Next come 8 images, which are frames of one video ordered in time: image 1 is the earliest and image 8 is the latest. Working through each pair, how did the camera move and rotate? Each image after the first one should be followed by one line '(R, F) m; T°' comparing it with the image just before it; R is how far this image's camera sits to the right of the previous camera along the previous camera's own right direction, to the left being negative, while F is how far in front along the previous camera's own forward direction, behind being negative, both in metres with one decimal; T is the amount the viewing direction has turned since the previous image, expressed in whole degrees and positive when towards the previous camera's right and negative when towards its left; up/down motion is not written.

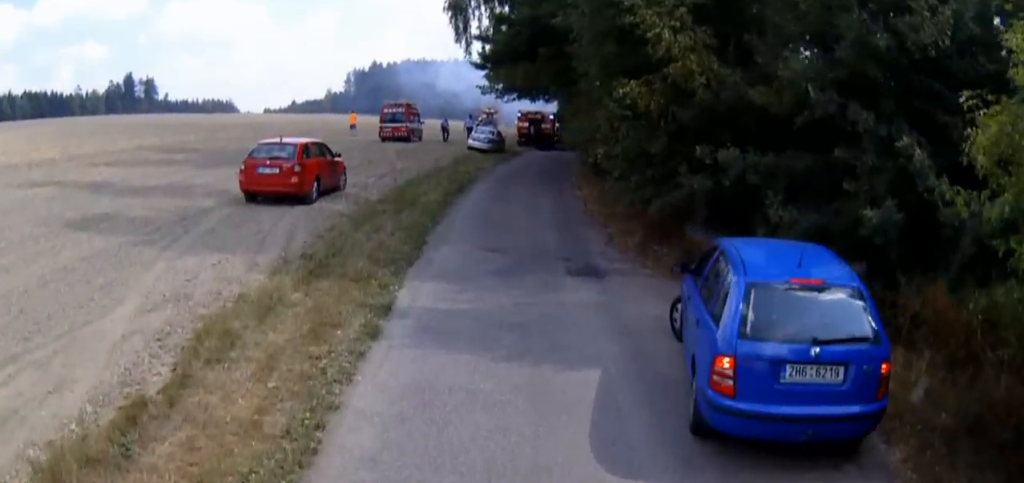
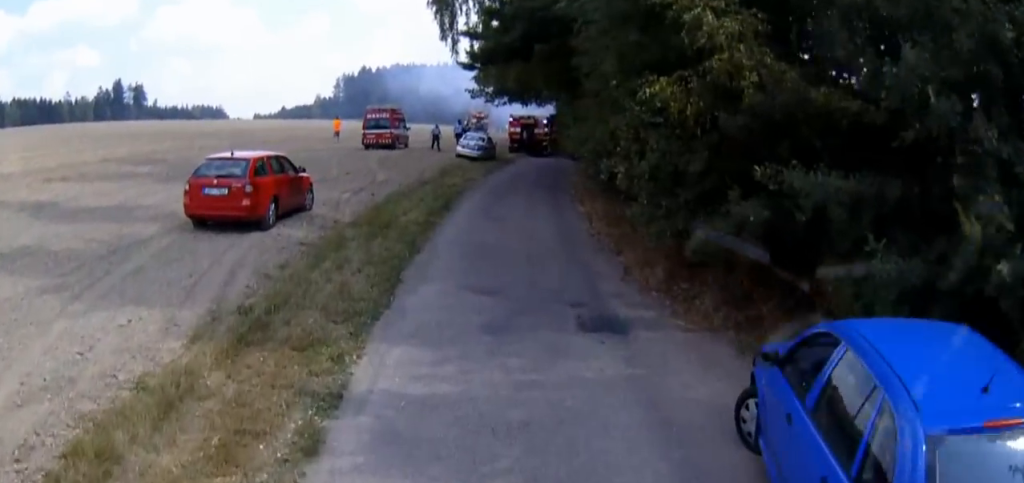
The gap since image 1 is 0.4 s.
(+0.1, +4.1) m; -2°
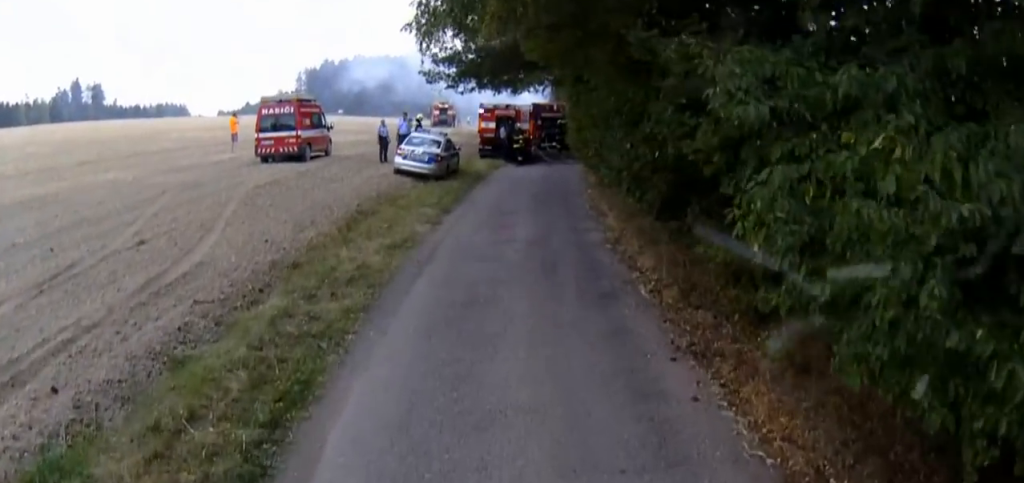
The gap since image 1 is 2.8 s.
(-0.4, +21.3) m; +4°
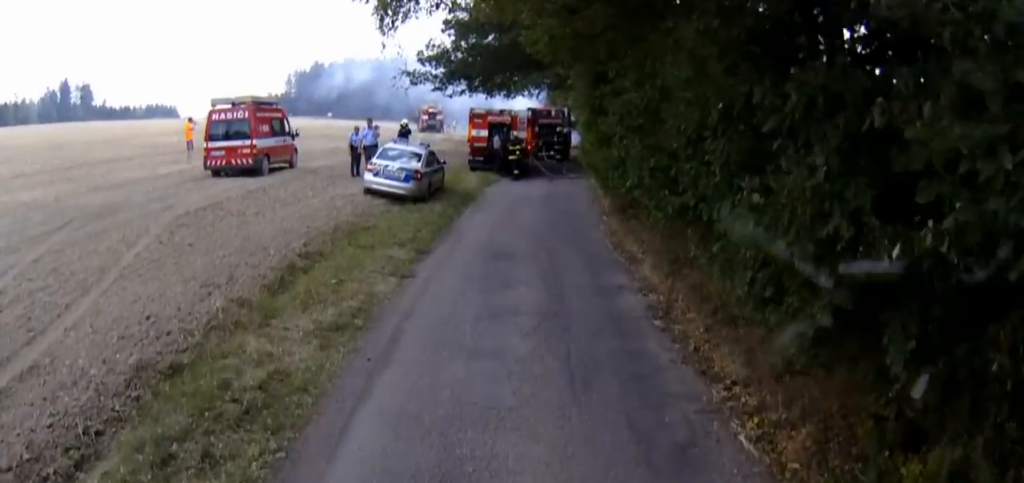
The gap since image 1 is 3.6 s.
(+0.3, +6.2) m; +1°
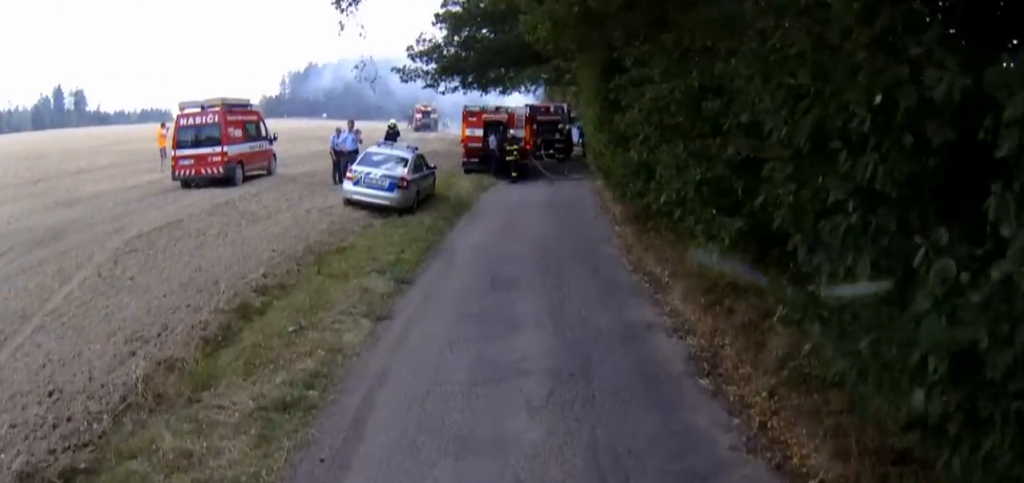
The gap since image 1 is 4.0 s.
(0.0, +3.0) m; -2°
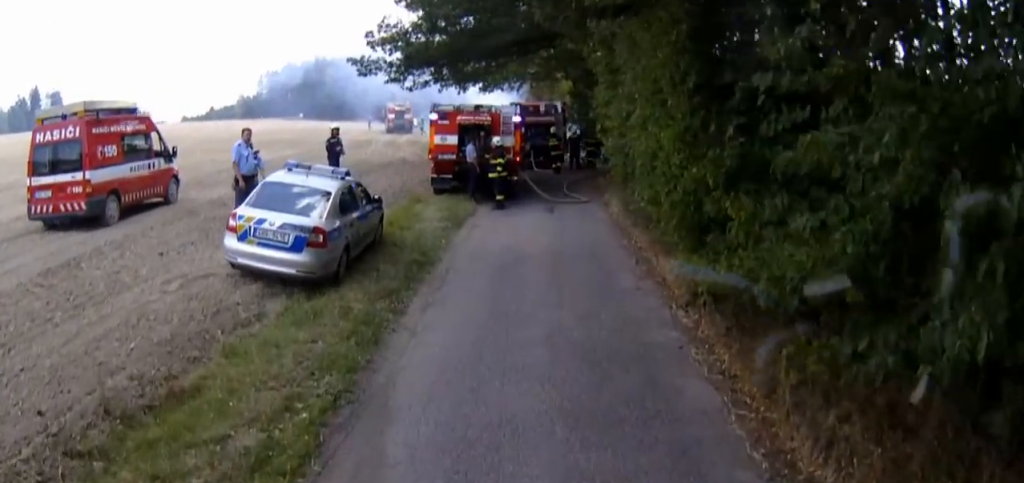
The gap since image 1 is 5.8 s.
(-0.7, +10.7) m; -3°
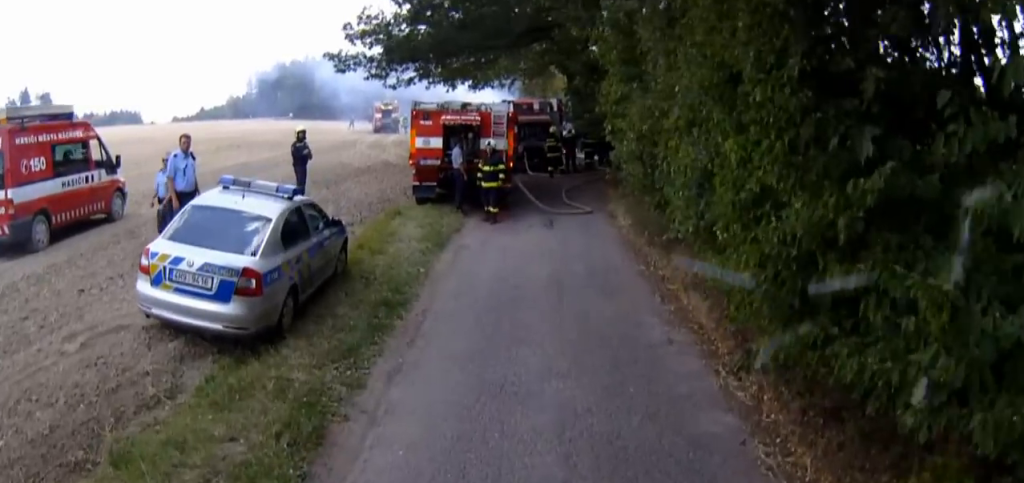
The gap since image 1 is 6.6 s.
(+0.3, +4.3) m; +2°
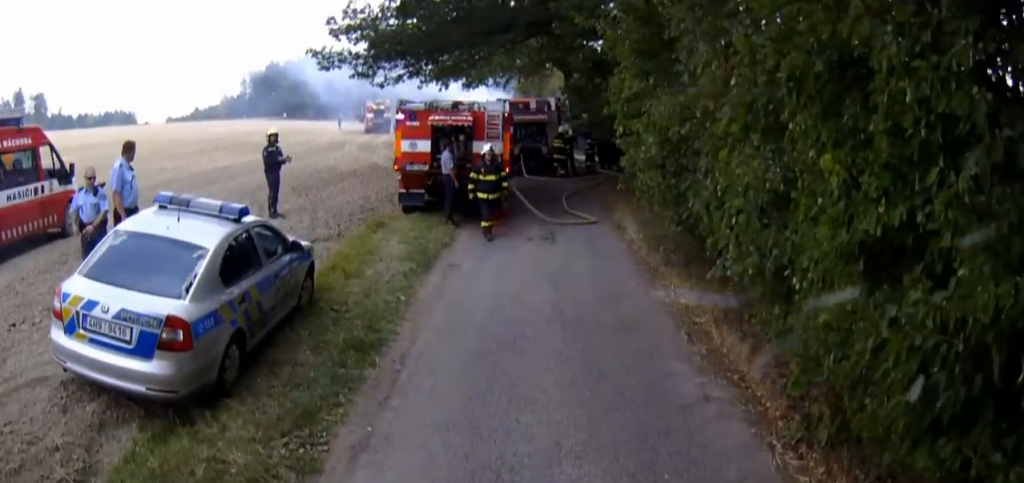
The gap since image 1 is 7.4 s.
(-0.1, +3.0) m; -2°
